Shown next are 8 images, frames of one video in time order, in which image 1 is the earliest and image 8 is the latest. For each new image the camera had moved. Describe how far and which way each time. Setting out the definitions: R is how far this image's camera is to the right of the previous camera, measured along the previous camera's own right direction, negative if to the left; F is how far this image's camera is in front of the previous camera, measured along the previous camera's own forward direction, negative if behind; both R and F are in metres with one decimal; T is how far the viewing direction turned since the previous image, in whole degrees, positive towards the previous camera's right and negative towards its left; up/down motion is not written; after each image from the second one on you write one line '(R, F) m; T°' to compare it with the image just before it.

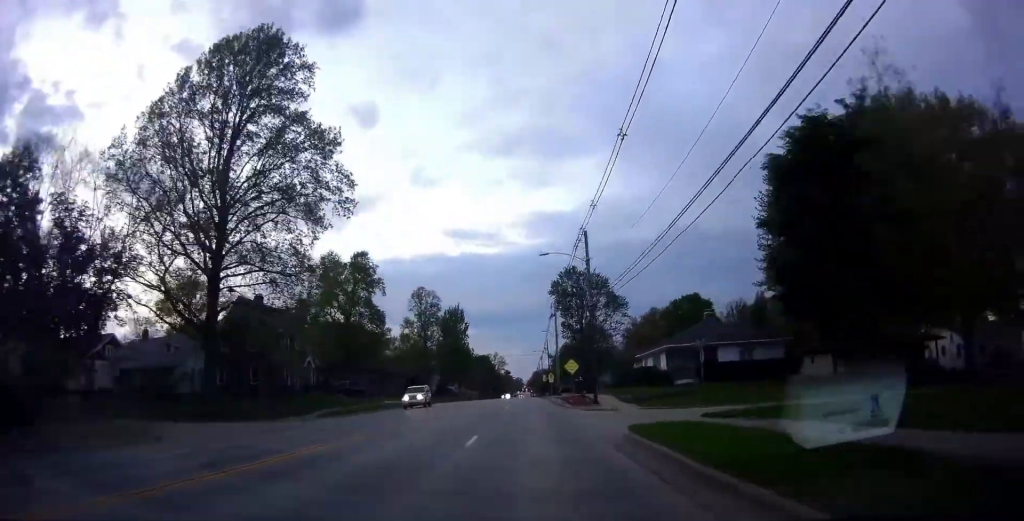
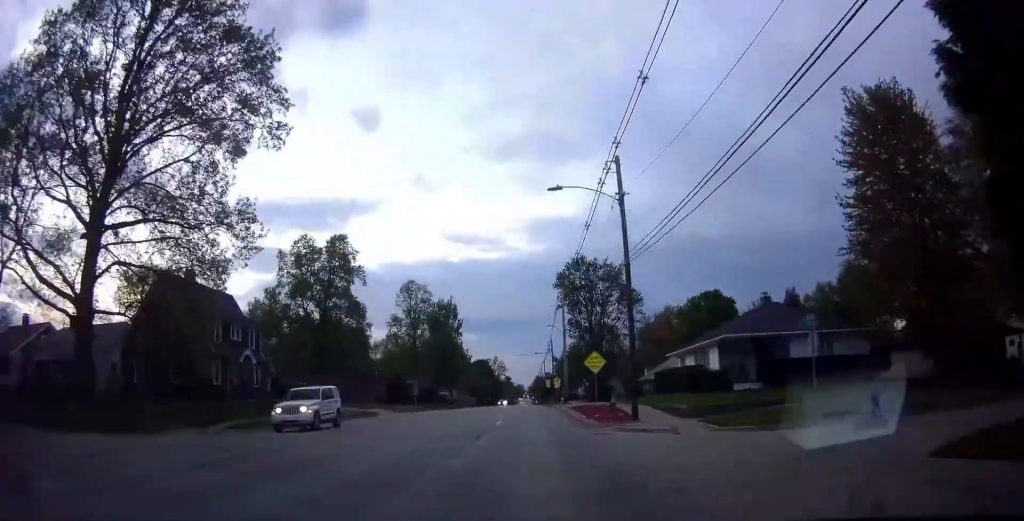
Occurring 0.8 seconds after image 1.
(0.0, +13.5) m; 0°
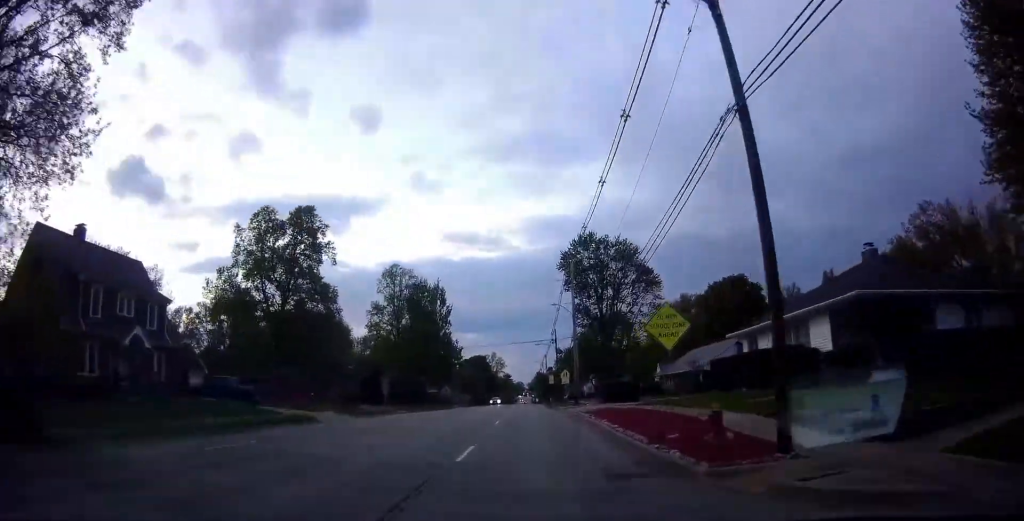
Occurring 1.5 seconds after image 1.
(0.0, +13.4) m; 0°
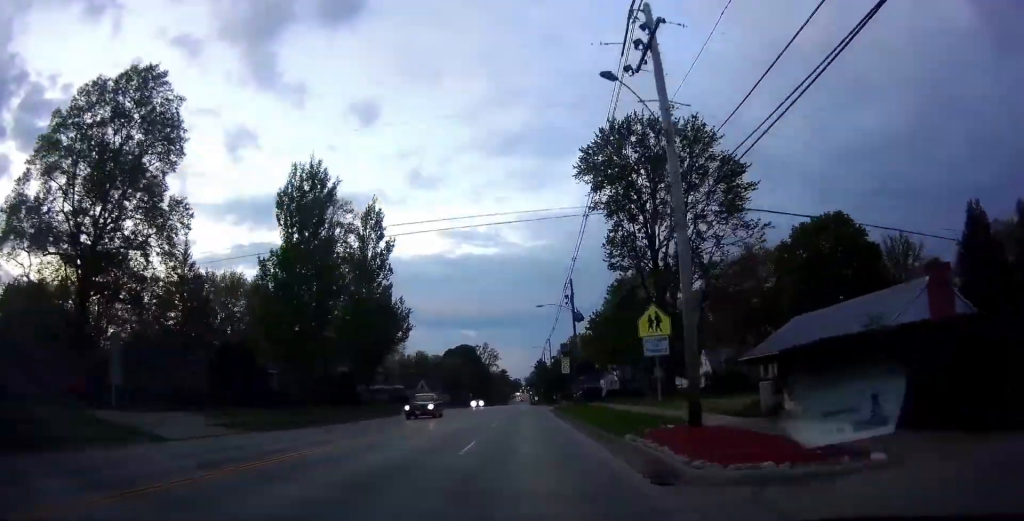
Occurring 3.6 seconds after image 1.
(0.0, +35.6) m; 0°
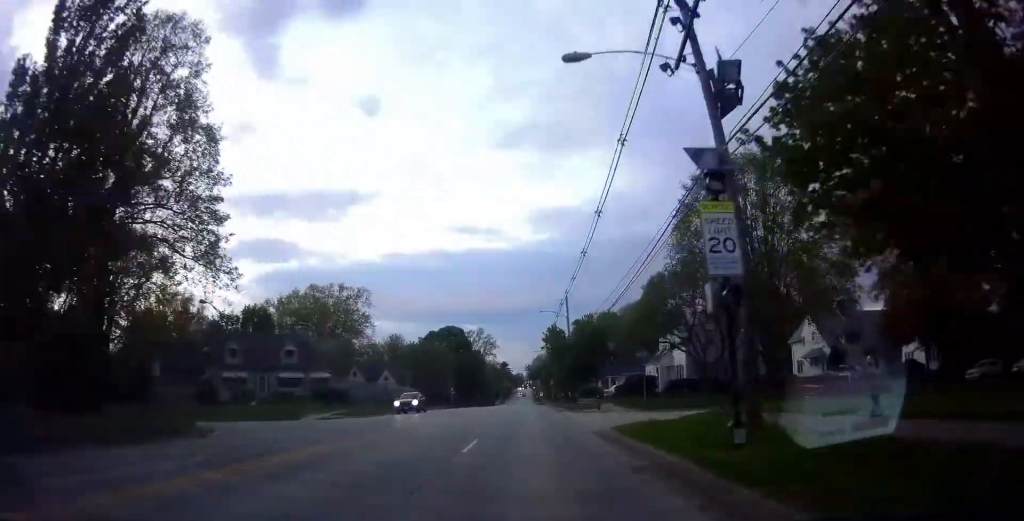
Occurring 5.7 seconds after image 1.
(-0.6, +36.0) m; -1°
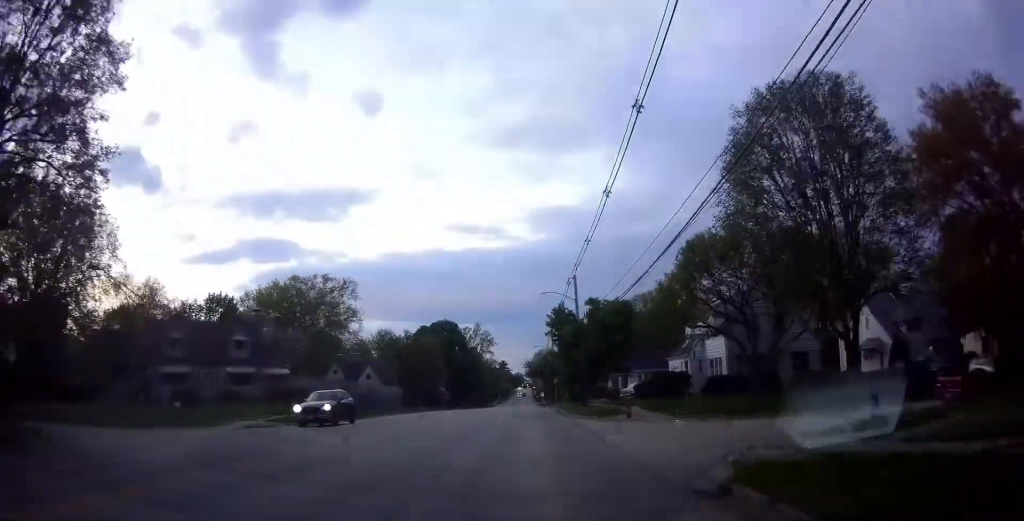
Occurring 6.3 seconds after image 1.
(+0.2, +10.8) m; +1°
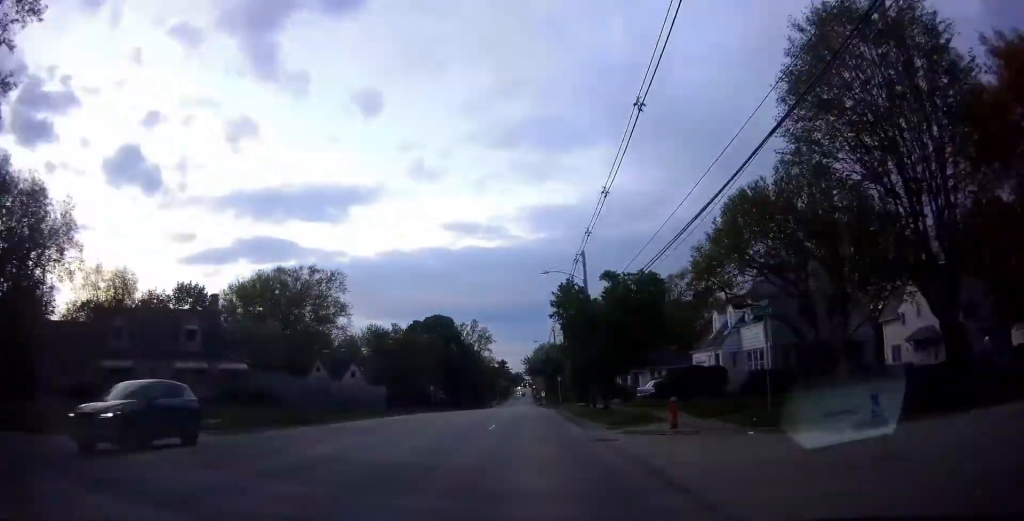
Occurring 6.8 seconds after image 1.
(0.0, +7.9) m; 0°
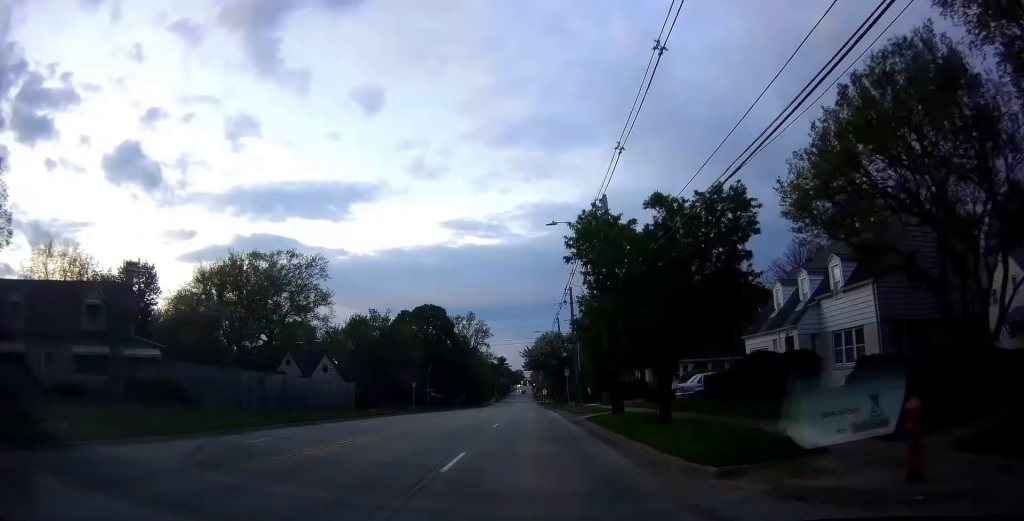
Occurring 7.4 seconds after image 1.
(0.0, +10.8) m; 0°
